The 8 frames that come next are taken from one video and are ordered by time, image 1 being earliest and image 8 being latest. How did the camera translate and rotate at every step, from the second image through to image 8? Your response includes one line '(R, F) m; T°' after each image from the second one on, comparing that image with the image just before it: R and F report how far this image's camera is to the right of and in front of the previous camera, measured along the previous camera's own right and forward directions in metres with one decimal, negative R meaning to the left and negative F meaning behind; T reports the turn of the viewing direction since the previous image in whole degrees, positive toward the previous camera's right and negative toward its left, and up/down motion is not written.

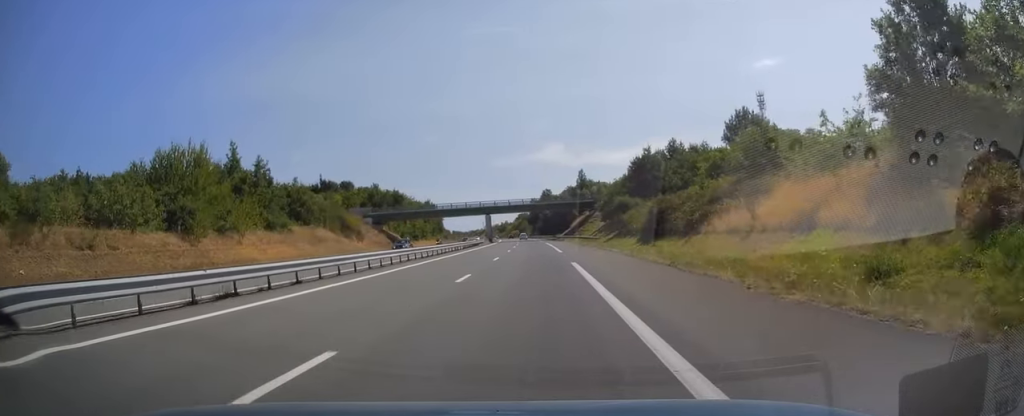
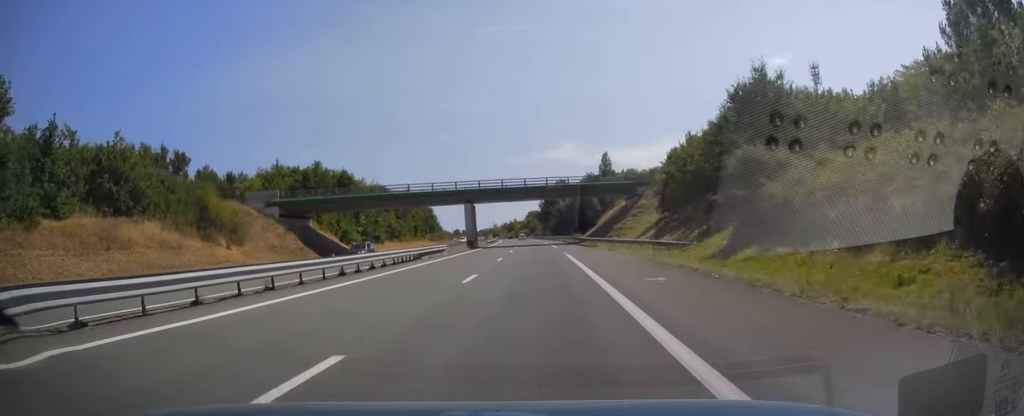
(-0.9, +40.9) m; -2°
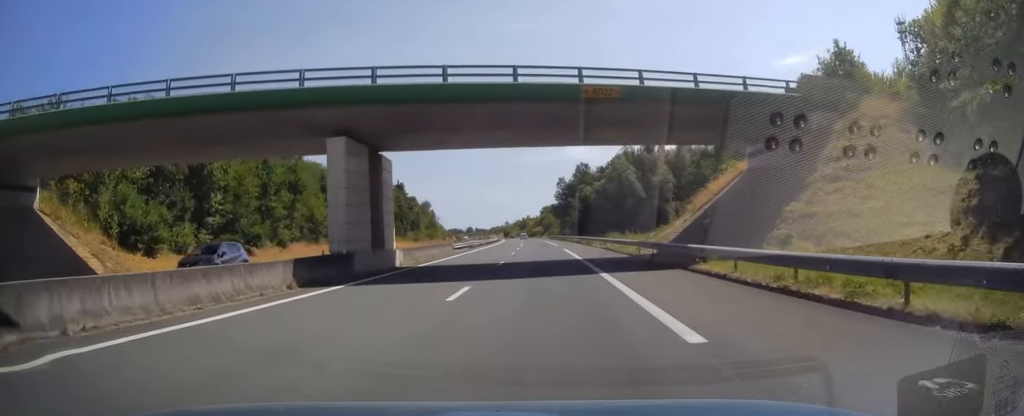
(-0.1, +47.1) m; -1°
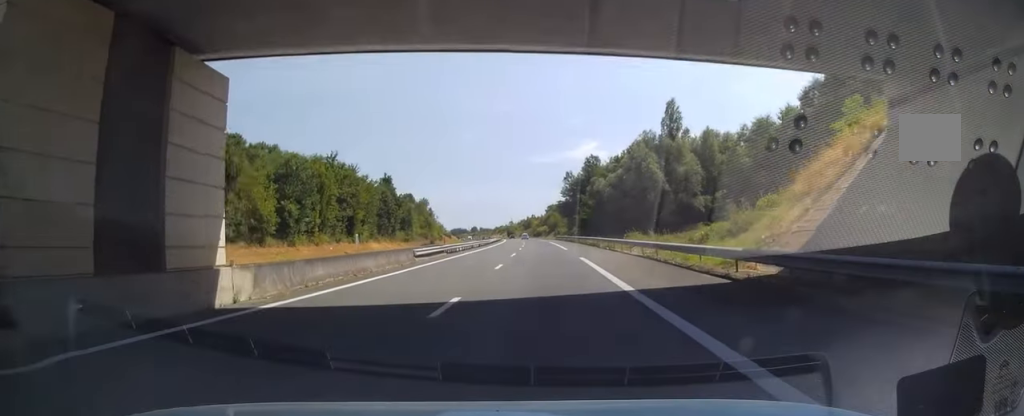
(-0.1, +16.7) m; -1°
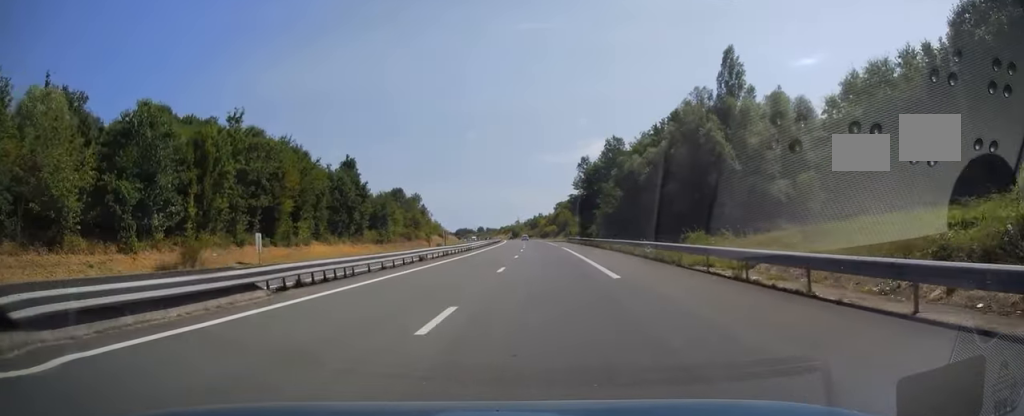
(-0.4, +31.1) m; -1°
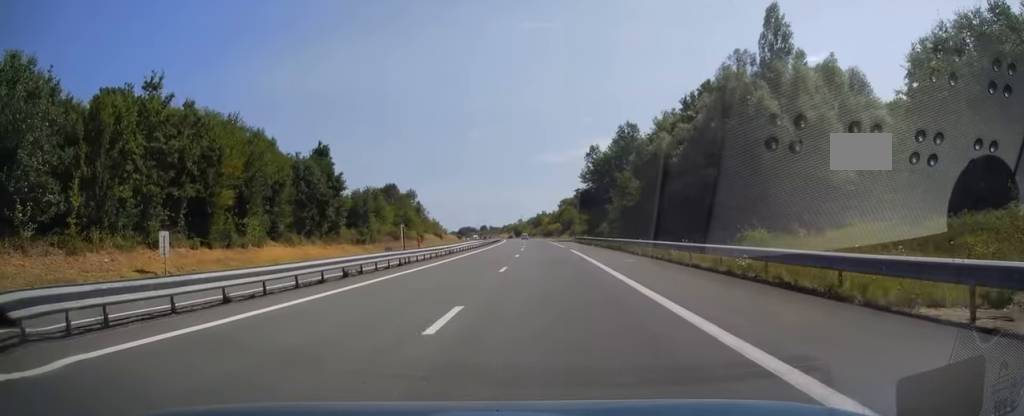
(0.0, +13.0) m; 0°
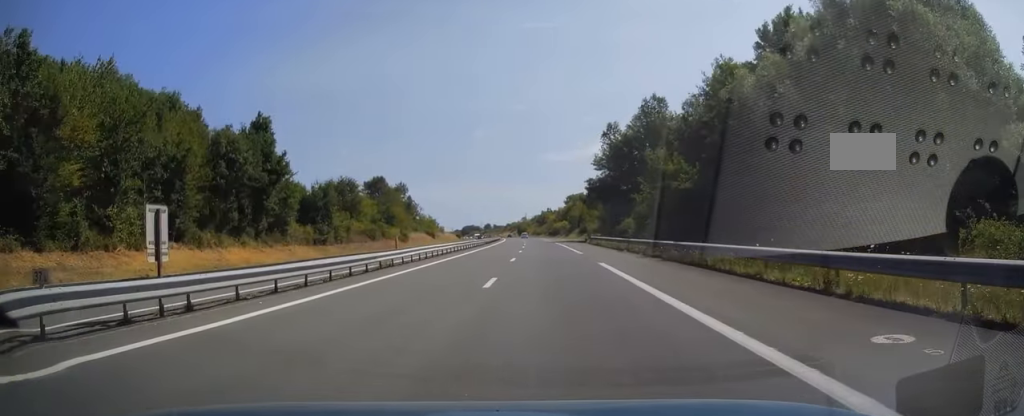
(0.0, +18.4) m; 0°
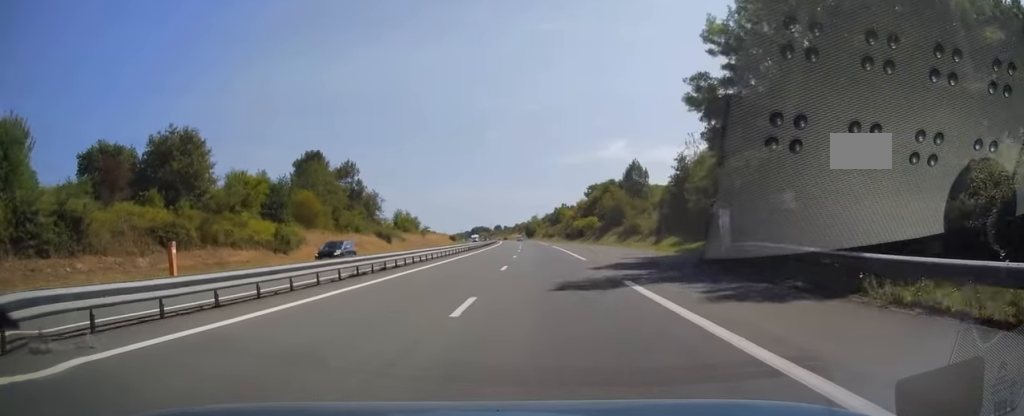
(-0.9, +54.3) m; -2°
